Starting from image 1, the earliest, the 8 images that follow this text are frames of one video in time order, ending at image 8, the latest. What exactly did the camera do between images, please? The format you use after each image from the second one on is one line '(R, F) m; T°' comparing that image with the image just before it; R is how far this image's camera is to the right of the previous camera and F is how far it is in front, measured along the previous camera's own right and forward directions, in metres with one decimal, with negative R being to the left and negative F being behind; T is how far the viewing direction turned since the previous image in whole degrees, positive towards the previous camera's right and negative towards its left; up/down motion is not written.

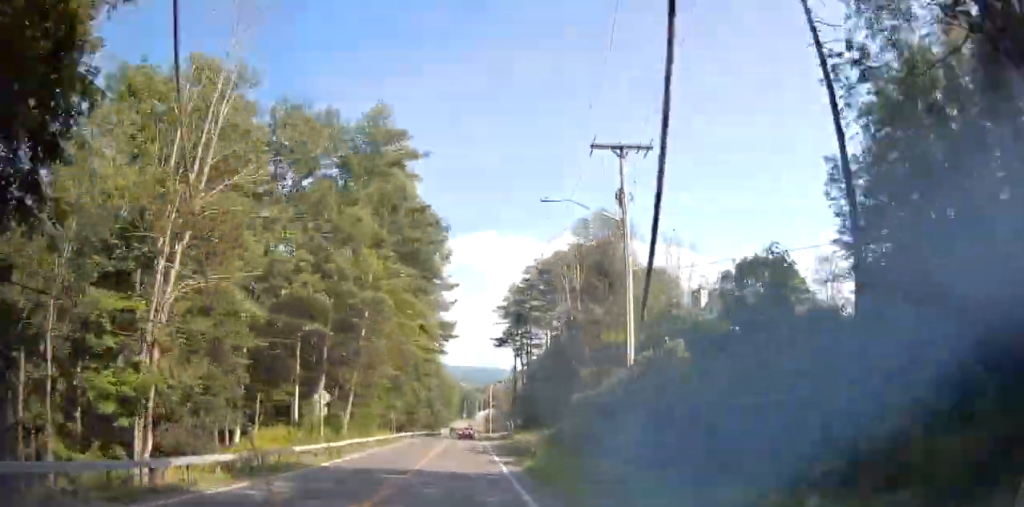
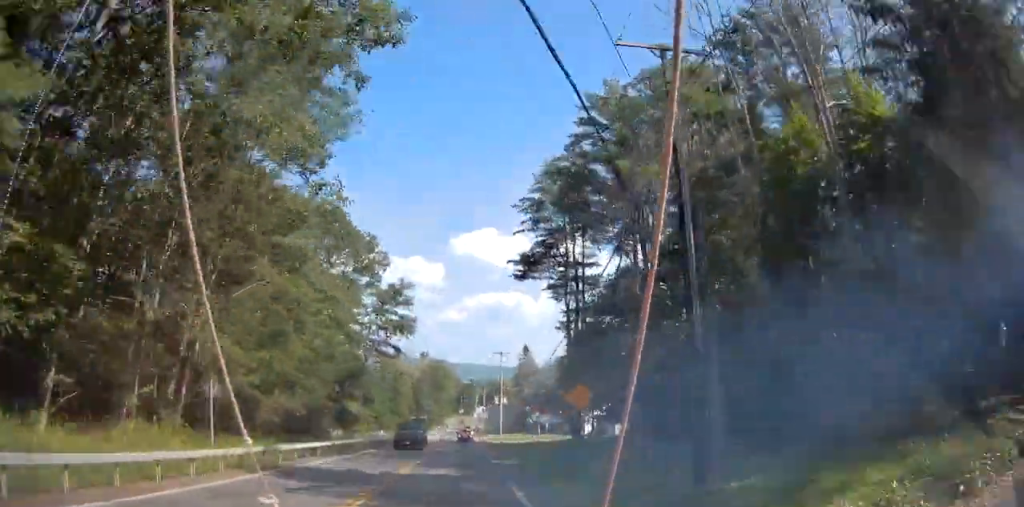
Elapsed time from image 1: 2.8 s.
(+3.5, +37.0) m; +20°
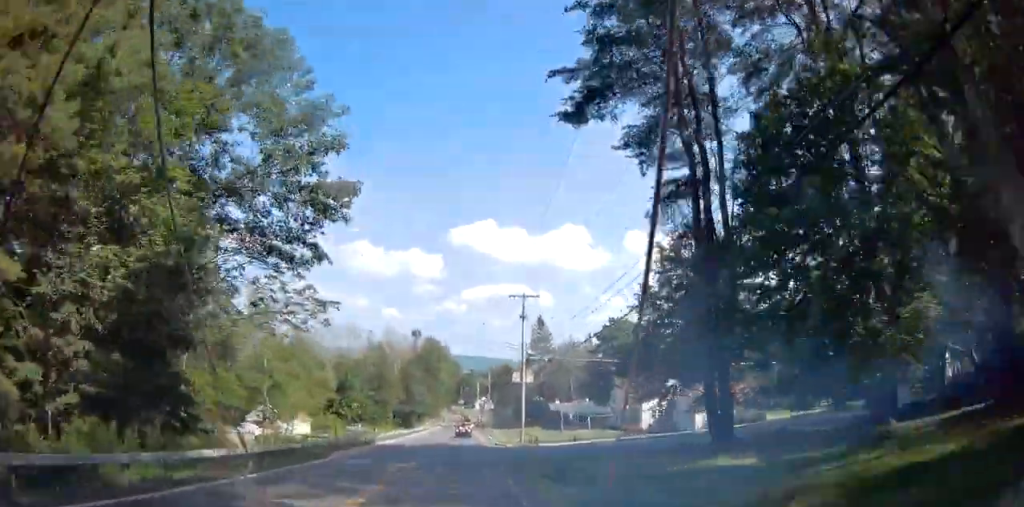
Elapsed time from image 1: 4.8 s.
(+6.3, +25.4) m; +13°
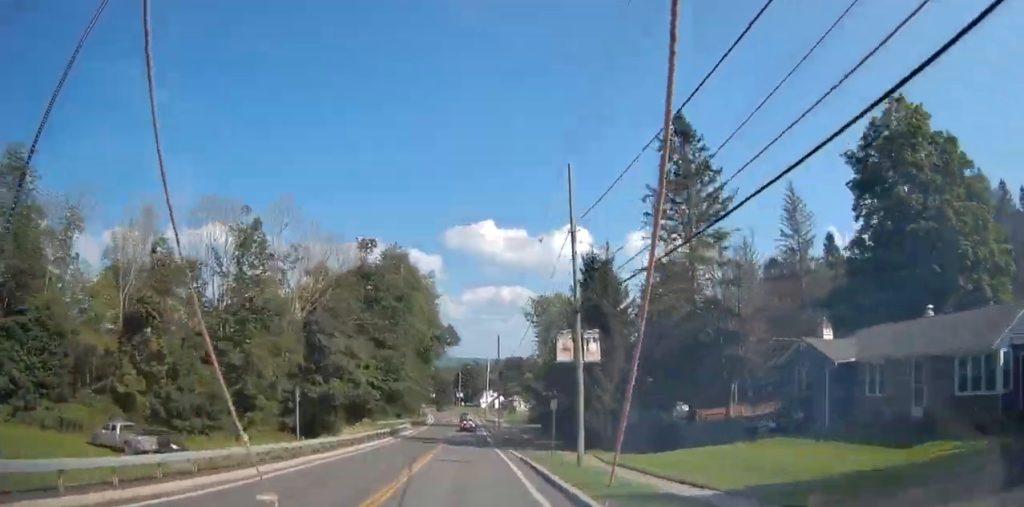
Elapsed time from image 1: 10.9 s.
(+0.2, +83.1) m; 0°
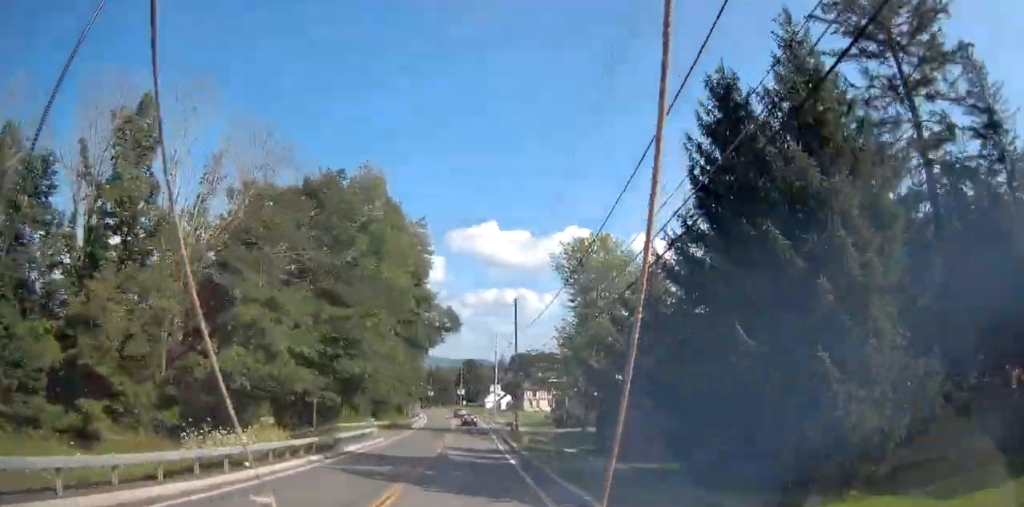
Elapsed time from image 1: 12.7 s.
(+0.1, +24.8) m; 0°
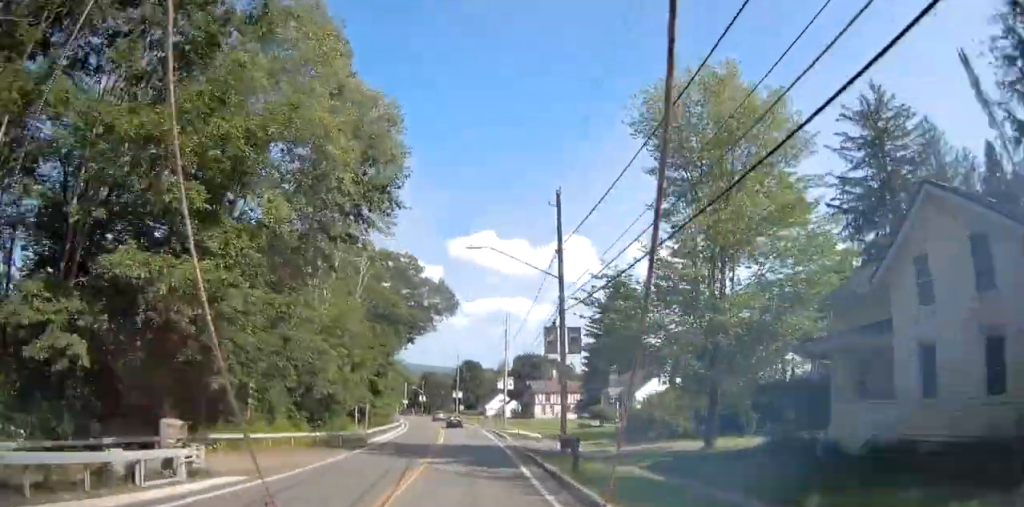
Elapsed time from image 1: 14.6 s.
(-0.2, +27.3) m; 0°
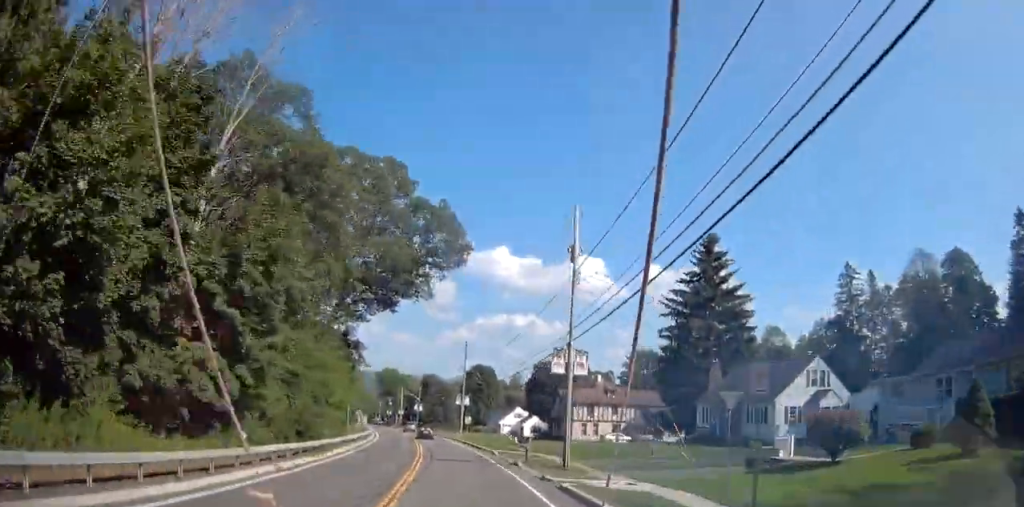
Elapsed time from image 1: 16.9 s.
(+0.1, +34.1) m; -1°
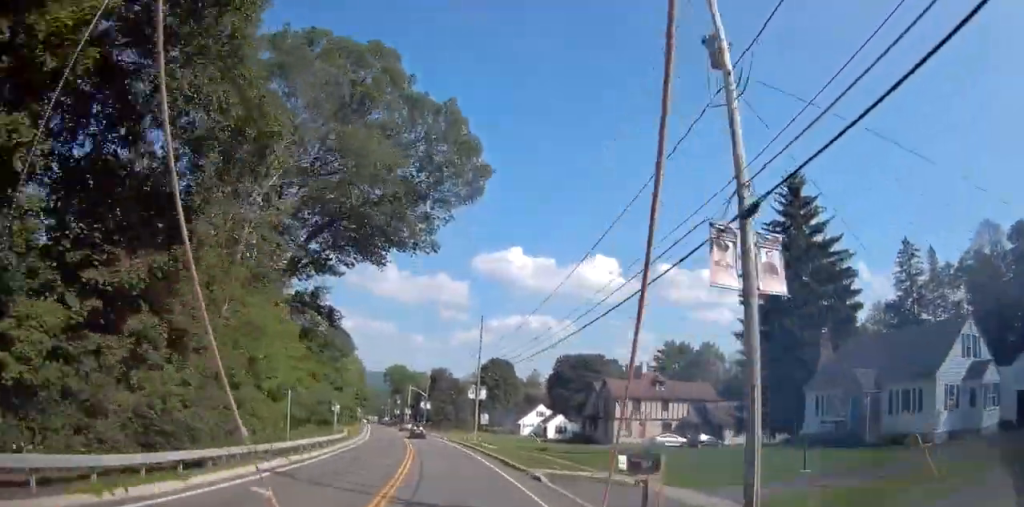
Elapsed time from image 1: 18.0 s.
(-0.1, +15.8) m; -1°
